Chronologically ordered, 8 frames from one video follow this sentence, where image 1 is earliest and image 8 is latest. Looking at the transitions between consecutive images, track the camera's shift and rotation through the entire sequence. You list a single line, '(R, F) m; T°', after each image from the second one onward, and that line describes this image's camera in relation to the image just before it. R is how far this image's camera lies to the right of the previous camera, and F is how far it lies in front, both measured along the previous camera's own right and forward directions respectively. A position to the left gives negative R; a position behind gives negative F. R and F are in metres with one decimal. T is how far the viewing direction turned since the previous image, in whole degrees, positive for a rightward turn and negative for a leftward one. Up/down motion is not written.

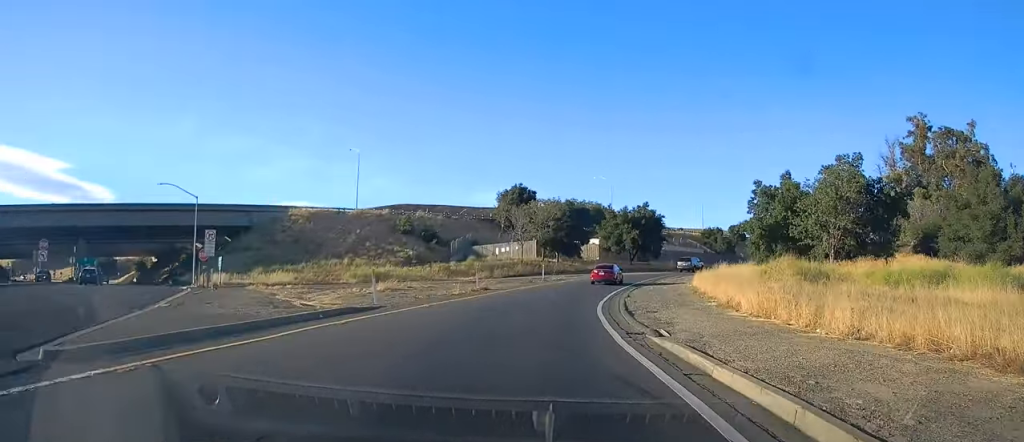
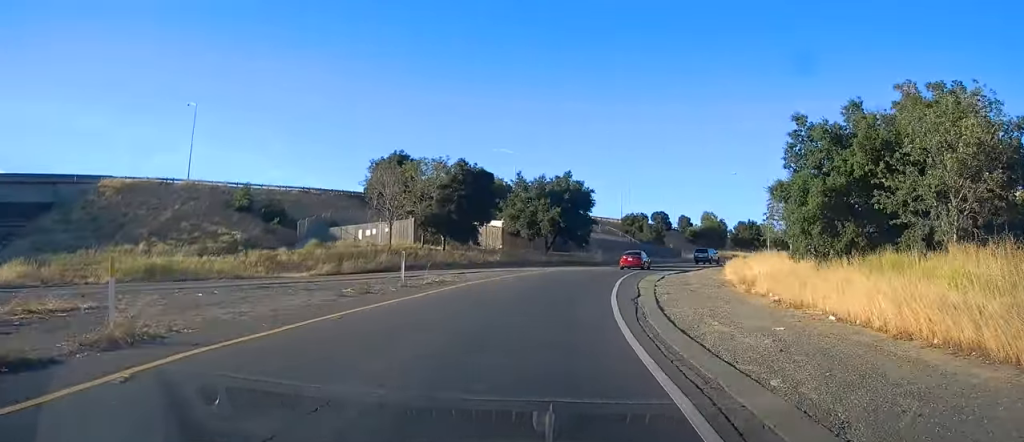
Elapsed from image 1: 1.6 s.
(+2.4, +27.4) m; +8°
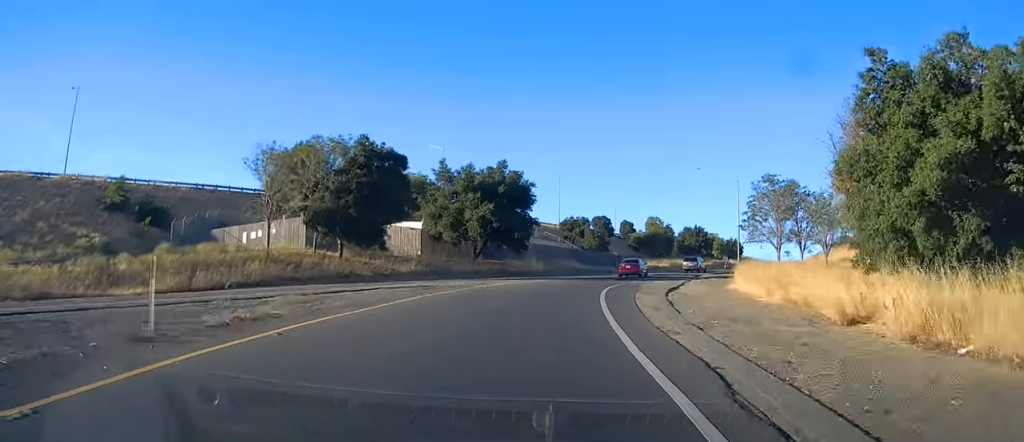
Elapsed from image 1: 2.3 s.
(-0.2, +13.6) m; +4°
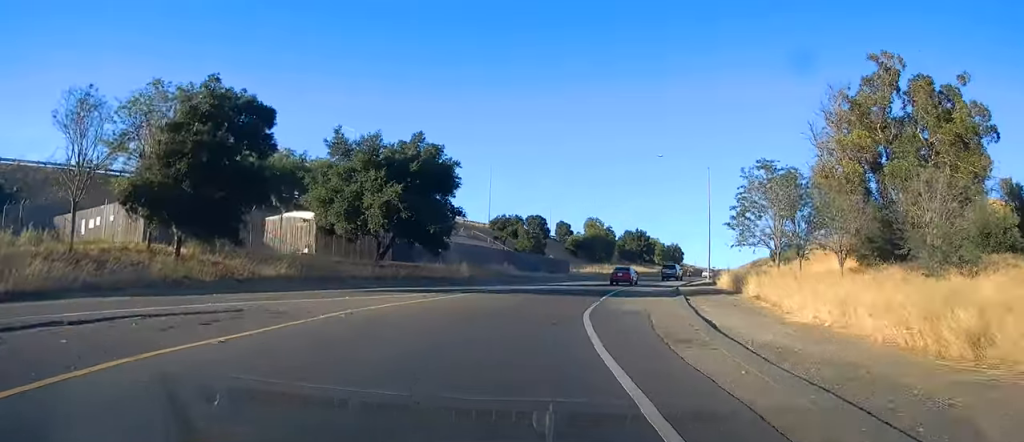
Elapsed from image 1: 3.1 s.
(+1.0, +13.9) m; +7°
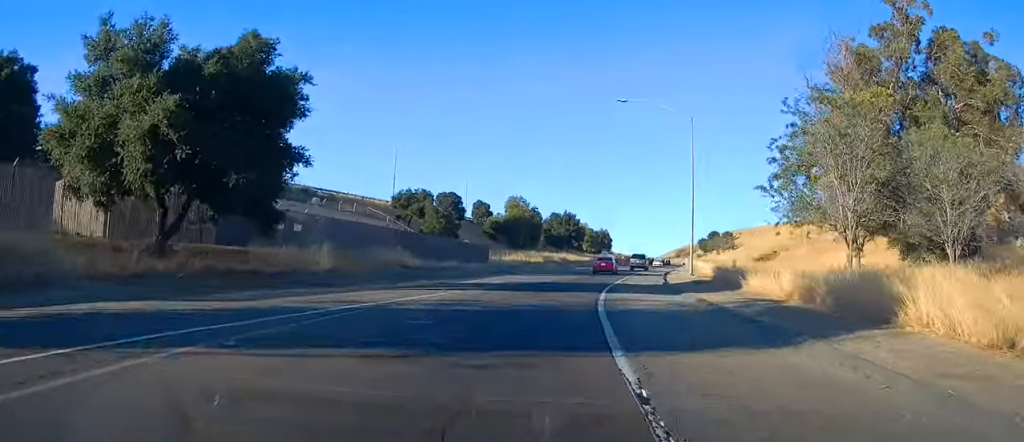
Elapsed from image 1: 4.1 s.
(+1.6, +19.1) m; +9°
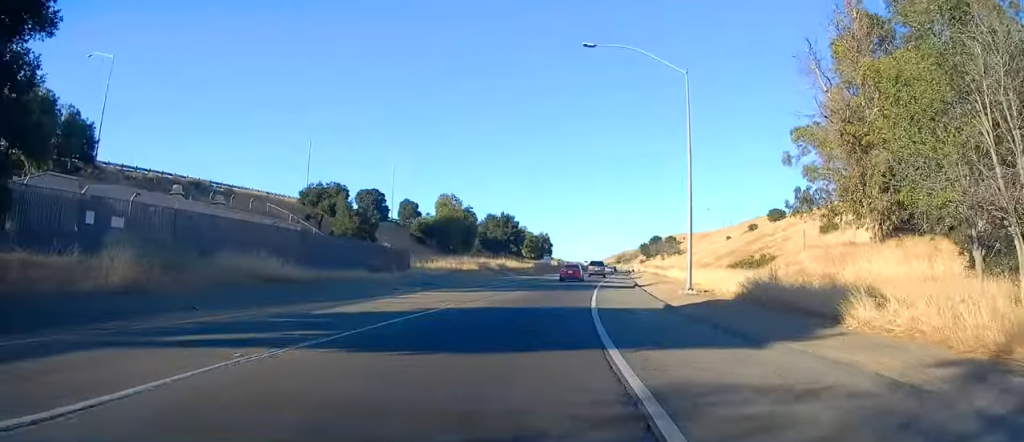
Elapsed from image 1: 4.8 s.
(+0.8, +13.3) m; +5°
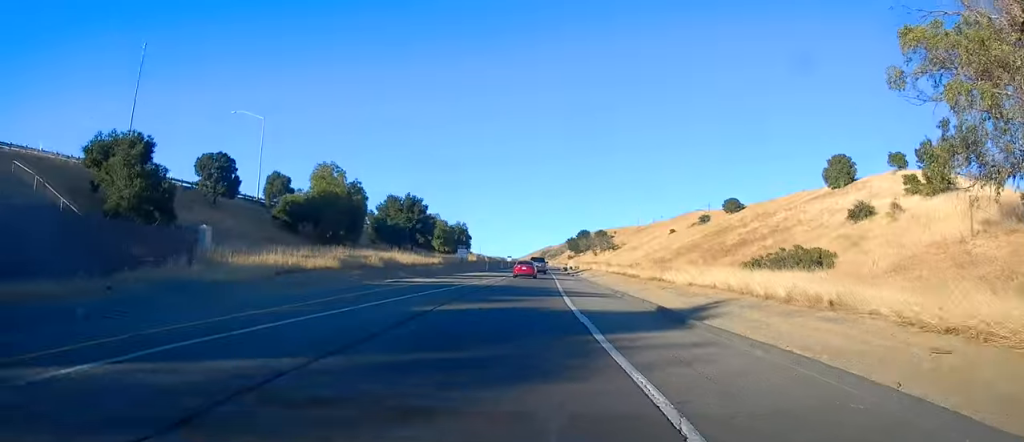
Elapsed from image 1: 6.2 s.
(+1.6, +27.2) m; +7°
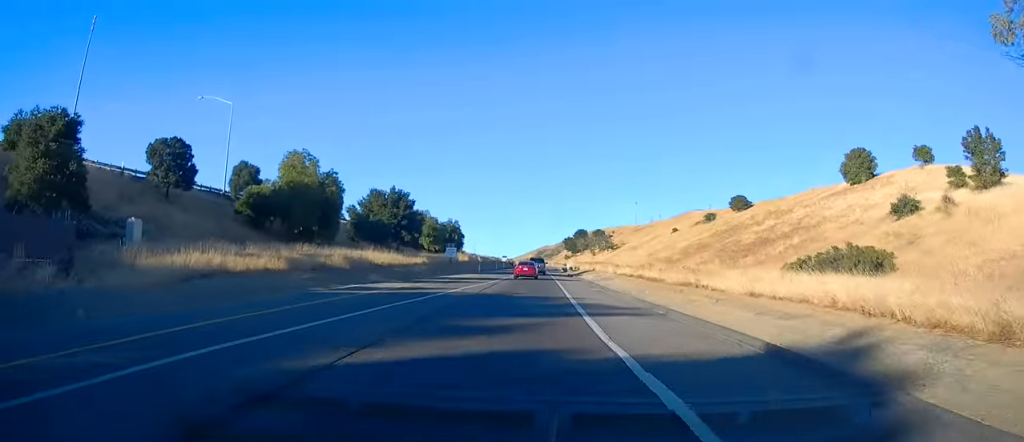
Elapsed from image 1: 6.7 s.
(+0.2, +8.7) m; +2°
